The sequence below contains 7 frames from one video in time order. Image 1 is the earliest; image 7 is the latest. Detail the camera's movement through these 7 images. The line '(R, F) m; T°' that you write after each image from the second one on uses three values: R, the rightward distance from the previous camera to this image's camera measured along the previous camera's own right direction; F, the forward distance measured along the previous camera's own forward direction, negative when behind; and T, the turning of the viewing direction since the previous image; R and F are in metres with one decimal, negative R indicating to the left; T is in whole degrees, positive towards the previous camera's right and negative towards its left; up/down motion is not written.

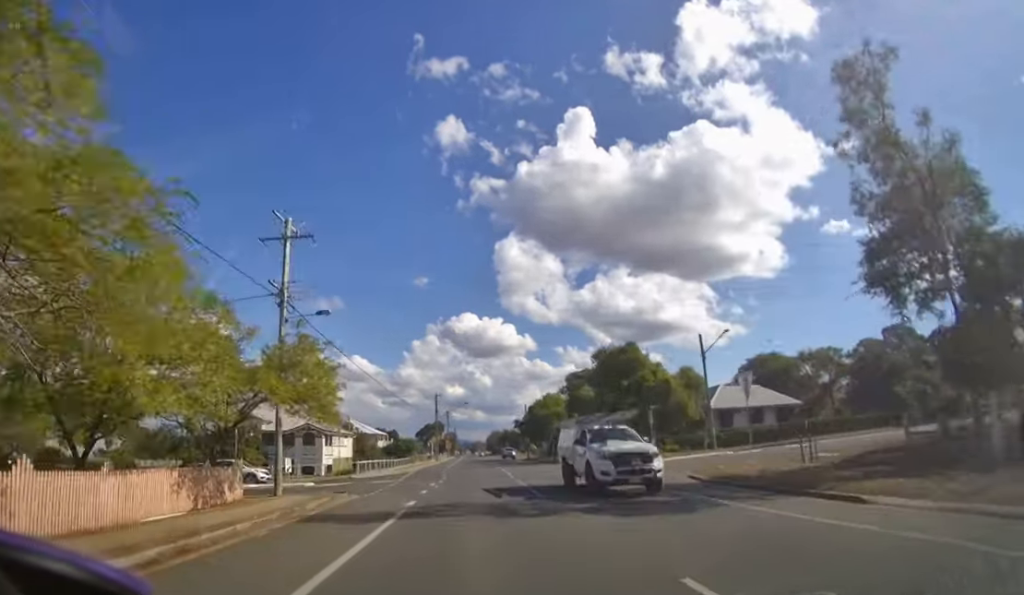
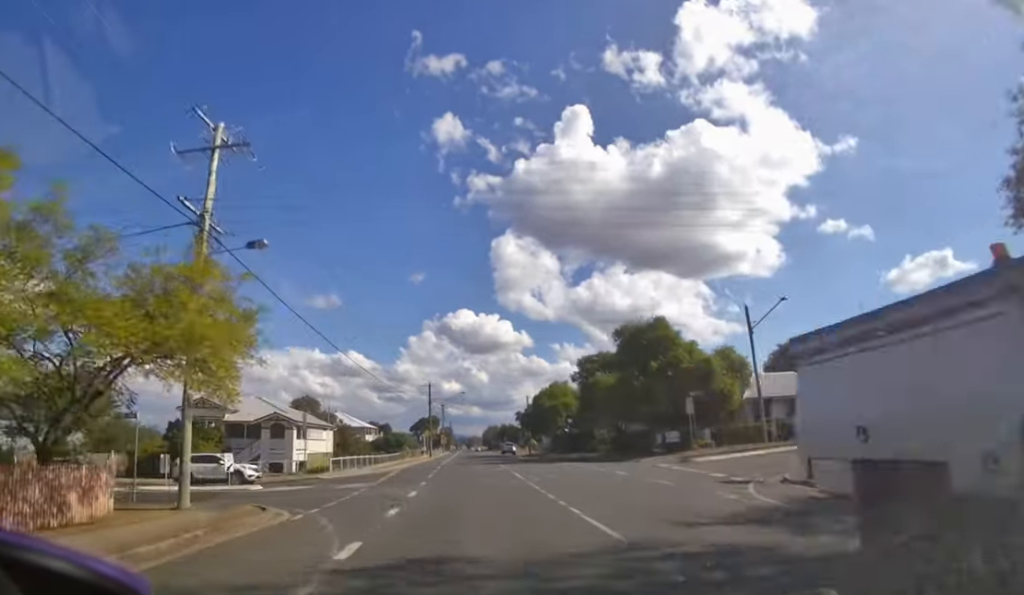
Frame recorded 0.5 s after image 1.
(0.0, +6.5) m; 0°
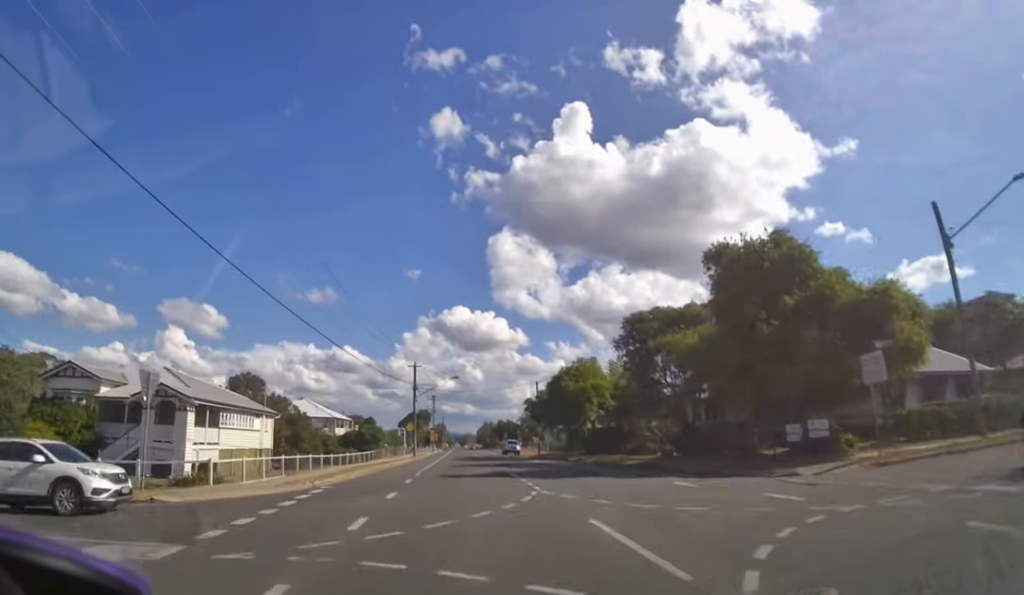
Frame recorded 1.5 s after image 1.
(0.0, +13.7) m; 0°
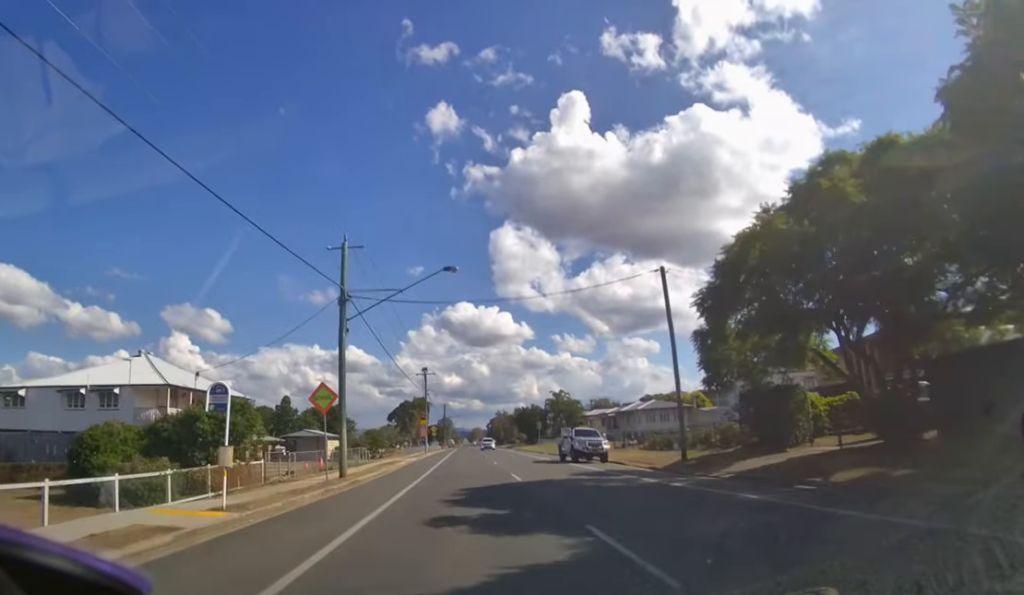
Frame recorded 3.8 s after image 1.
(+0.1, +39.6) m; 0°
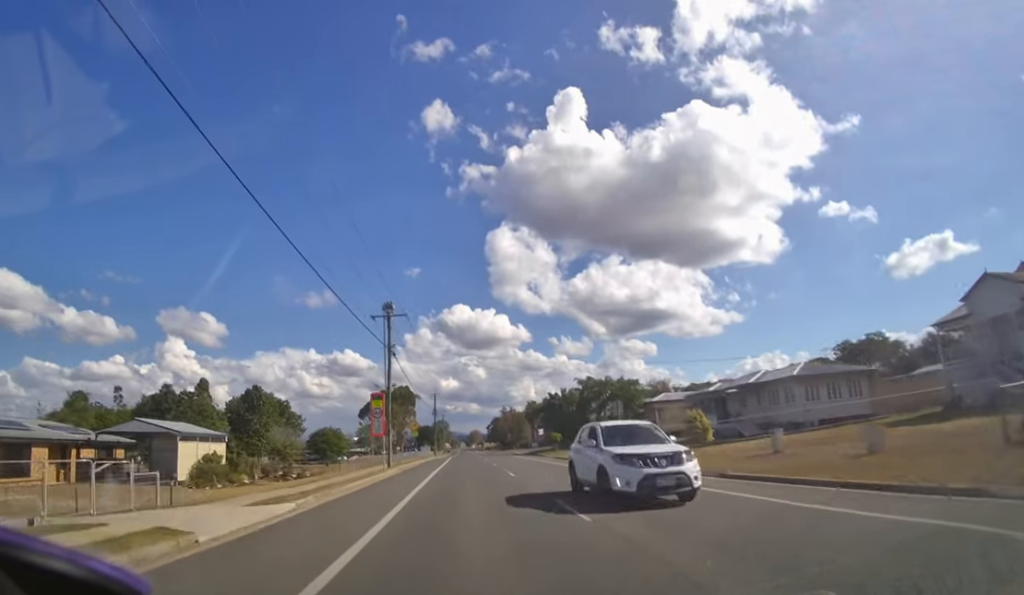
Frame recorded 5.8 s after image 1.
(-0.1, +35.5) m; 0°
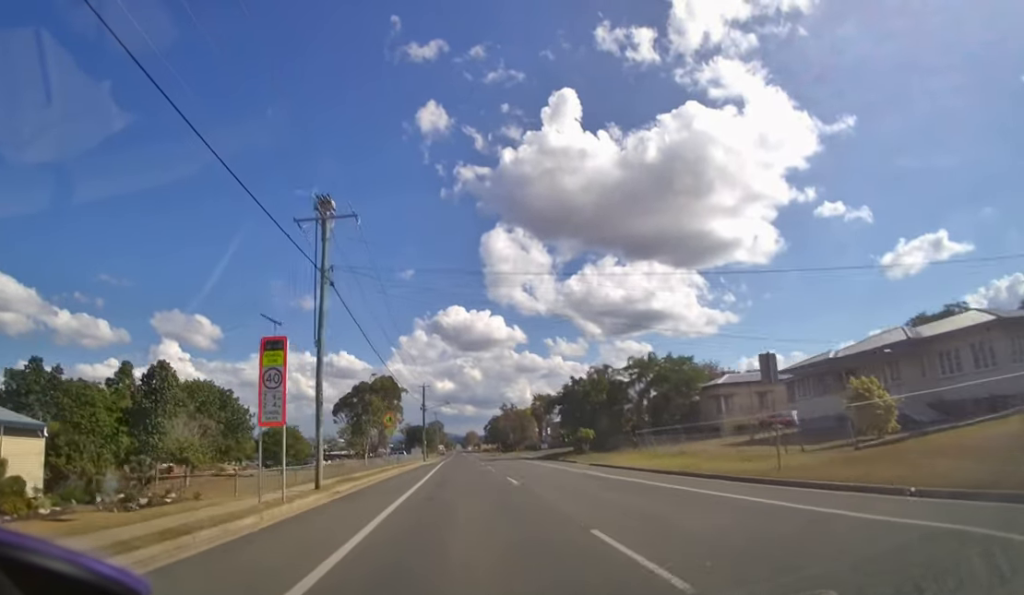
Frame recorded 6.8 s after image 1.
(0.0, +16.0) m; 0°
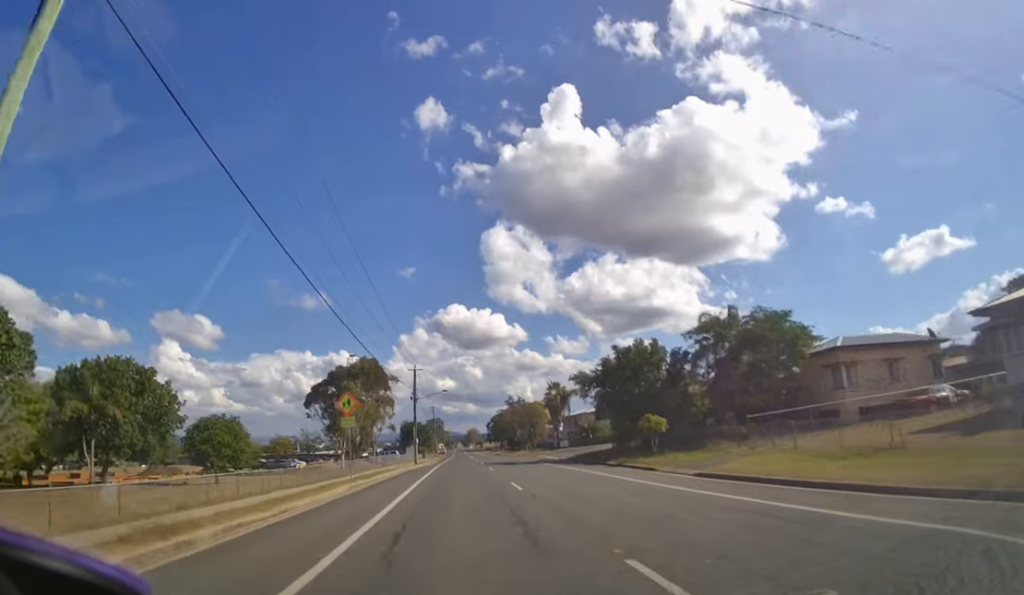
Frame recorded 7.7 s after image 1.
(+0.1, +13.6) m; 0°
